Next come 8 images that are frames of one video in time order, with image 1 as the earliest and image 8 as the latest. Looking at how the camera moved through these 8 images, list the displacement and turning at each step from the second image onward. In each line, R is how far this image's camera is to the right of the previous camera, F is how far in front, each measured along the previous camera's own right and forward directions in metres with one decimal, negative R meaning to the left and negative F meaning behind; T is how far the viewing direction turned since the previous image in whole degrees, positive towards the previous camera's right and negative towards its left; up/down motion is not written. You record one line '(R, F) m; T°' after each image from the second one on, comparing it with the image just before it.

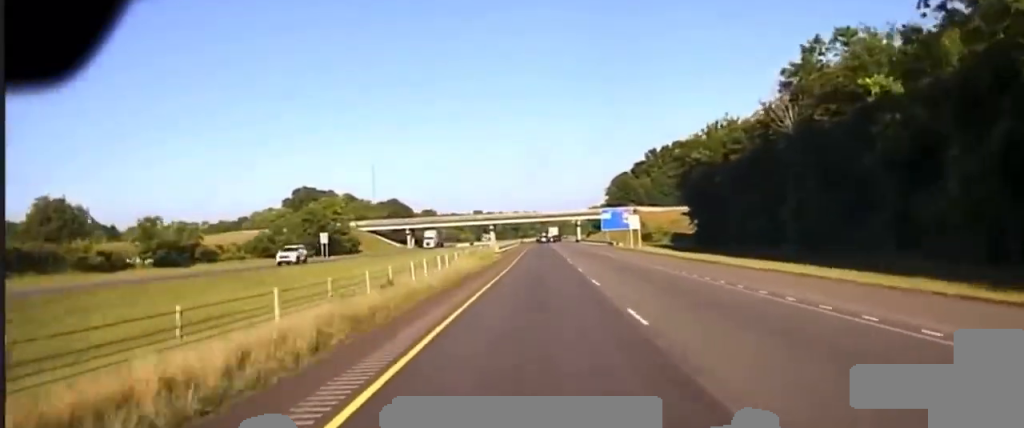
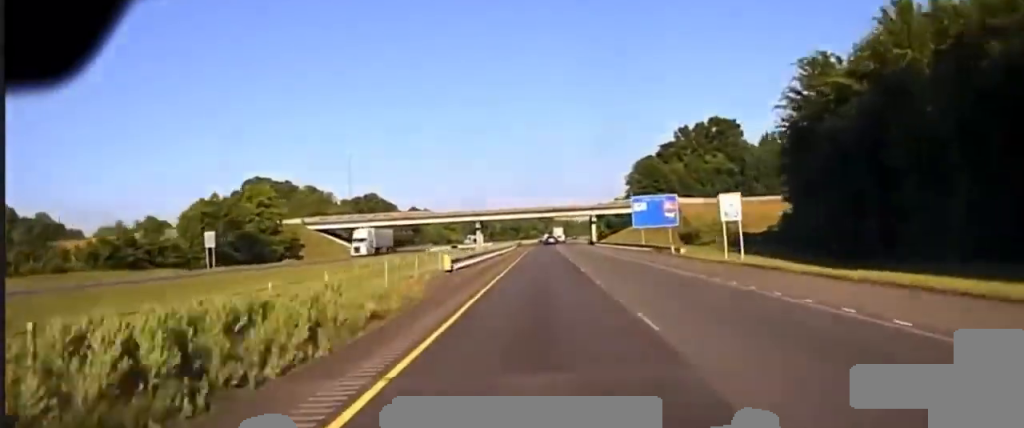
(+0.1, +46.4) m; 0°
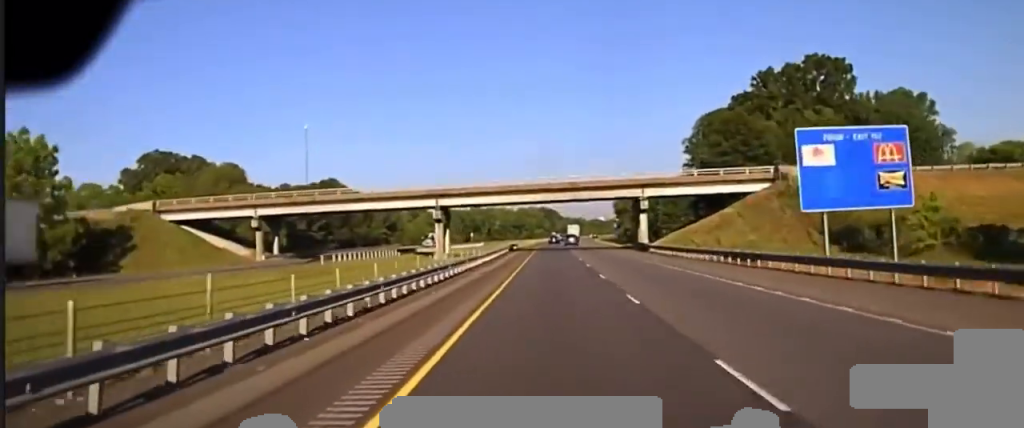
(+0.3, +65.3) m; 0°
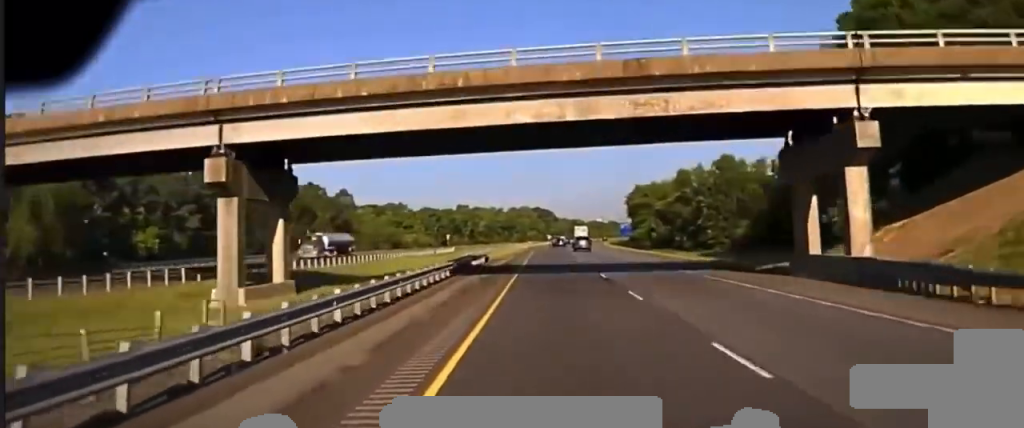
(-0.3, +62.4) m; 0°
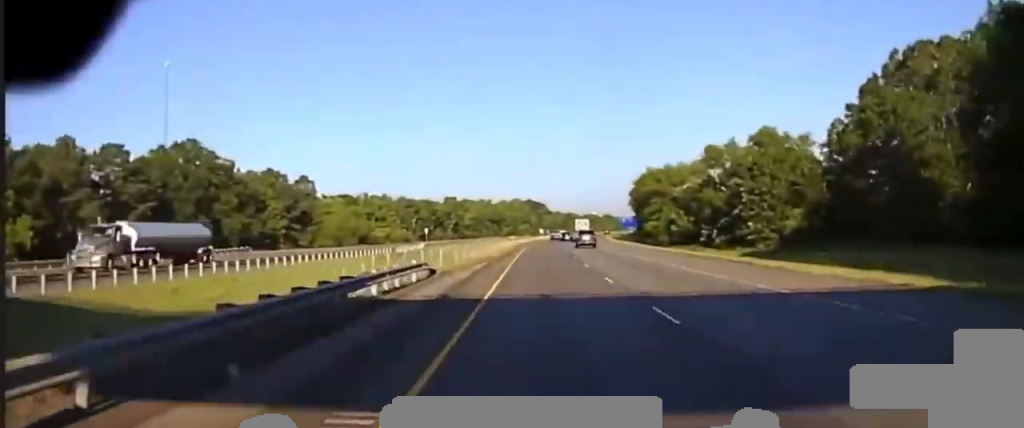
(+0.1, +35.2) m; 0°
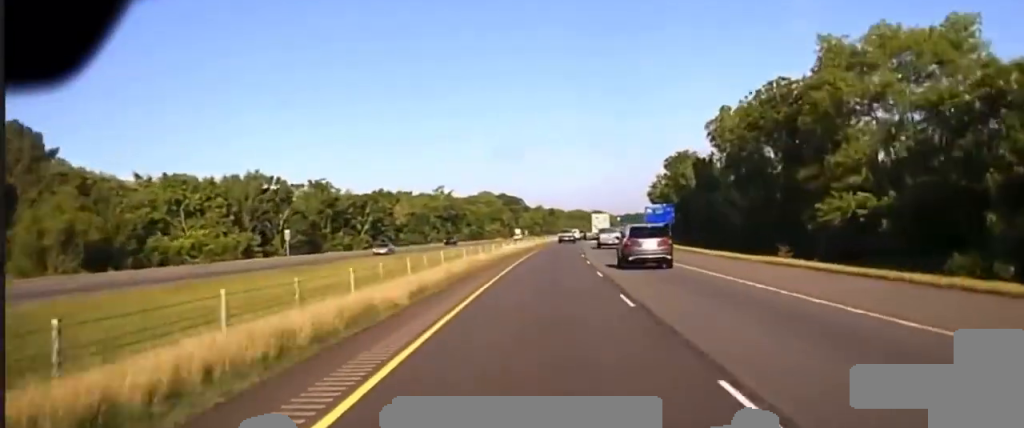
(+0.5, +104.0) m; +1°
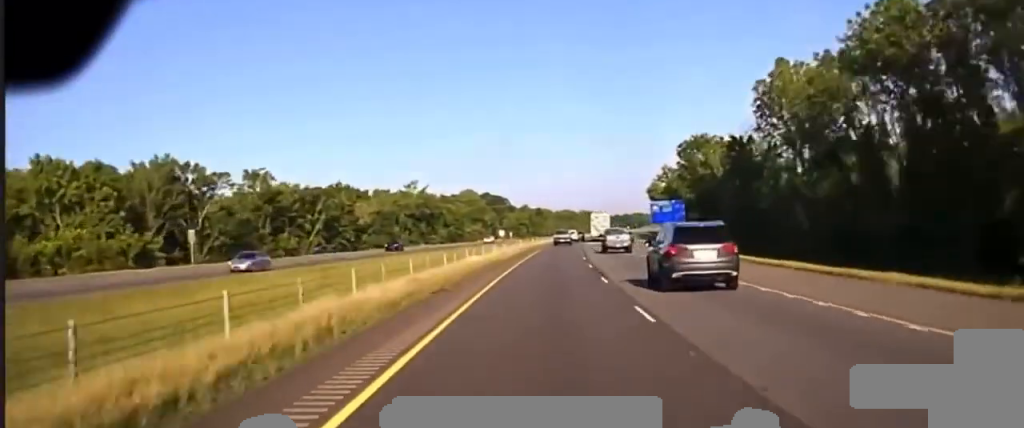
(+0.1, +24.0) m; +1°
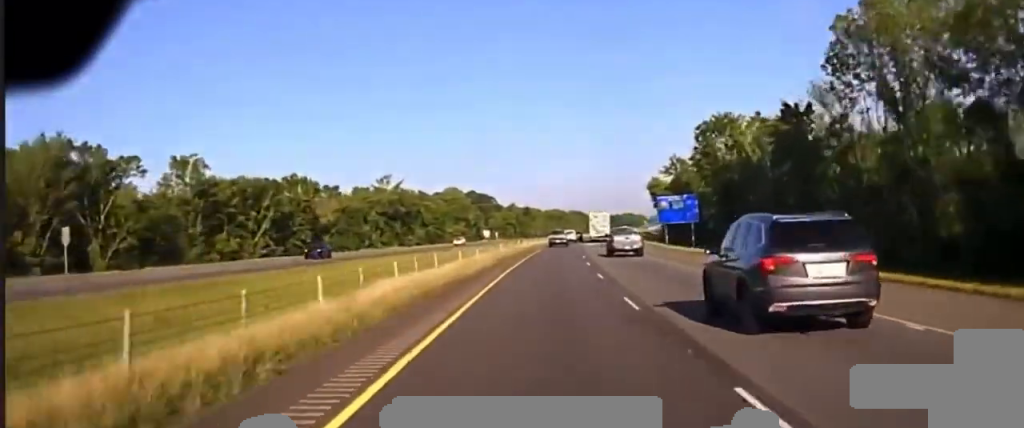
(+0.1, +19.3) m; +1°
